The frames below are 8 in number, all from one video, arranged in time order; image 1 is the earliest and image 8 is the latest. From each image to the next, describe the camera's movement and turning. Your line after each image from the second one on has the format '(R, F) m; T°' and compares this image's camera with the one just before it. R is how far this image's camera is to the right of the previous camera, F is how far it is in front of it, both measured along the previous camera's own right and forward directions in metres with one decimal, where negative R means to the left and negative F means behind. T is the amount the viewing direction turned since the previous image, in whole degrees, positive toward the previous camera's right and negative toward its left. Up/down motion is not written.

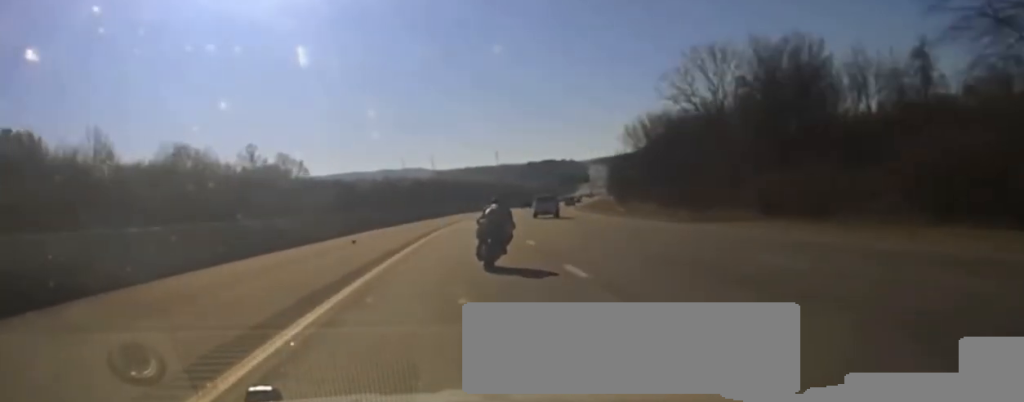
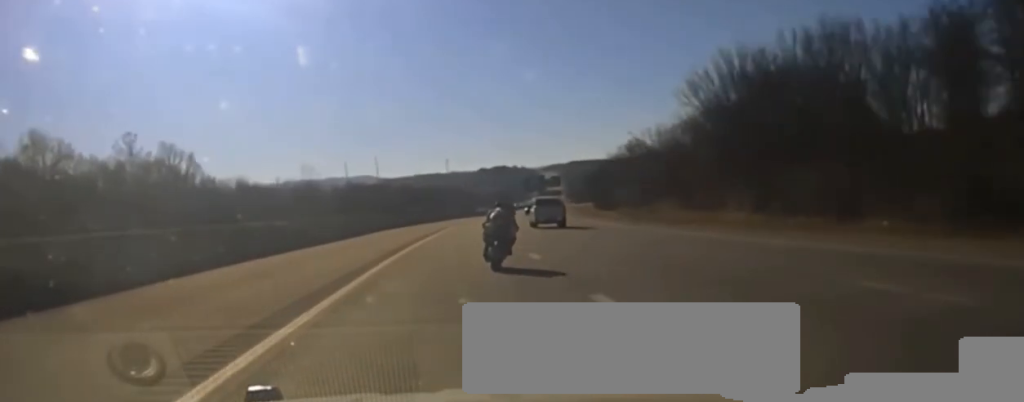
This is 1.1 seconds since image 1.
(+1.1, +55.1) m; +3°
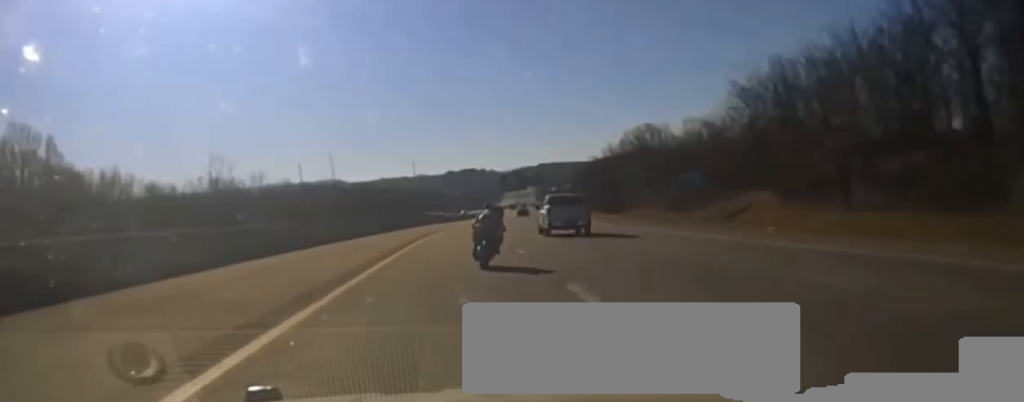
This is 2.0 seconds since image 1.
(+1.1, +42.7) m; +2°
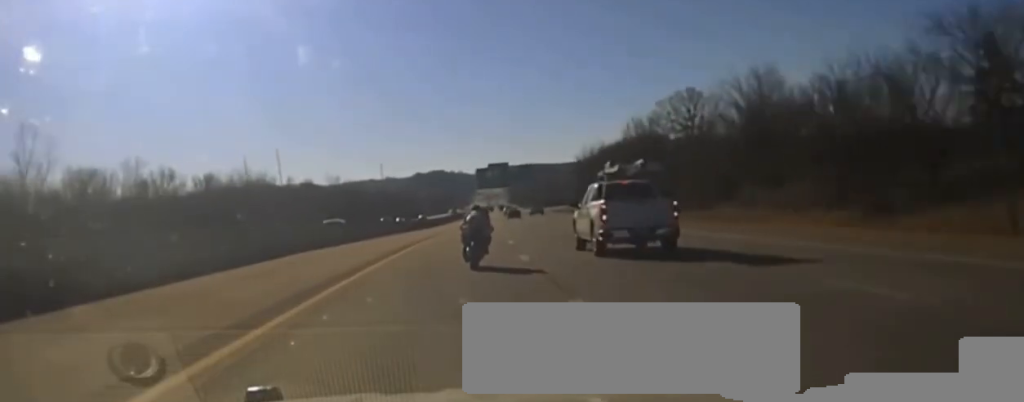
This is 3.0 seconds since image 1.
(+0.7, +48.9) m; +1°
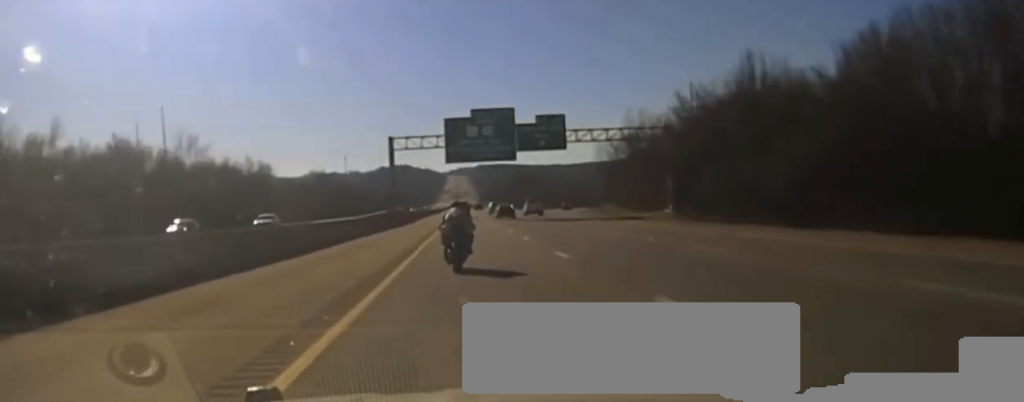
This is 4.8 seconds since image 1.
(+1.0, +92.6) m; +1°
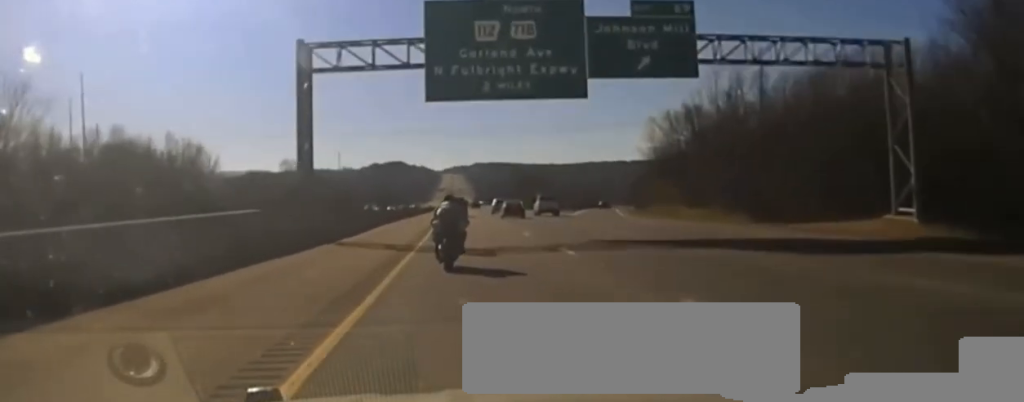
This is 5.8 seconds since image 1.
(+0.2, +53.0) m; +1°
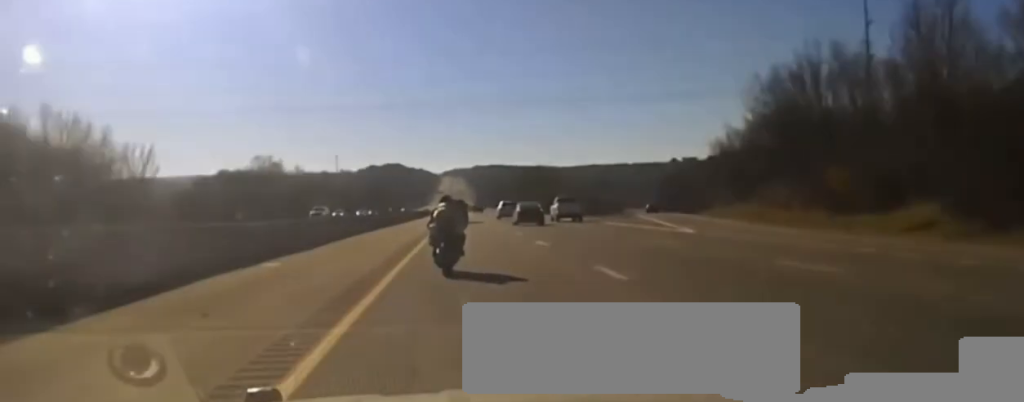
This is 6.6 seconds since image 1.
(+0.3, +44.1) m; 0°
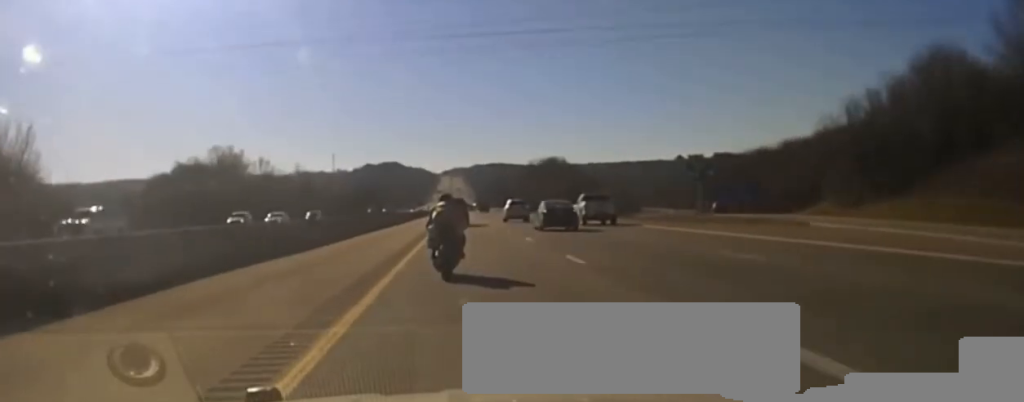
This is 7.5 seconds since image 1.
(0.0, +45.2) m; 0°
